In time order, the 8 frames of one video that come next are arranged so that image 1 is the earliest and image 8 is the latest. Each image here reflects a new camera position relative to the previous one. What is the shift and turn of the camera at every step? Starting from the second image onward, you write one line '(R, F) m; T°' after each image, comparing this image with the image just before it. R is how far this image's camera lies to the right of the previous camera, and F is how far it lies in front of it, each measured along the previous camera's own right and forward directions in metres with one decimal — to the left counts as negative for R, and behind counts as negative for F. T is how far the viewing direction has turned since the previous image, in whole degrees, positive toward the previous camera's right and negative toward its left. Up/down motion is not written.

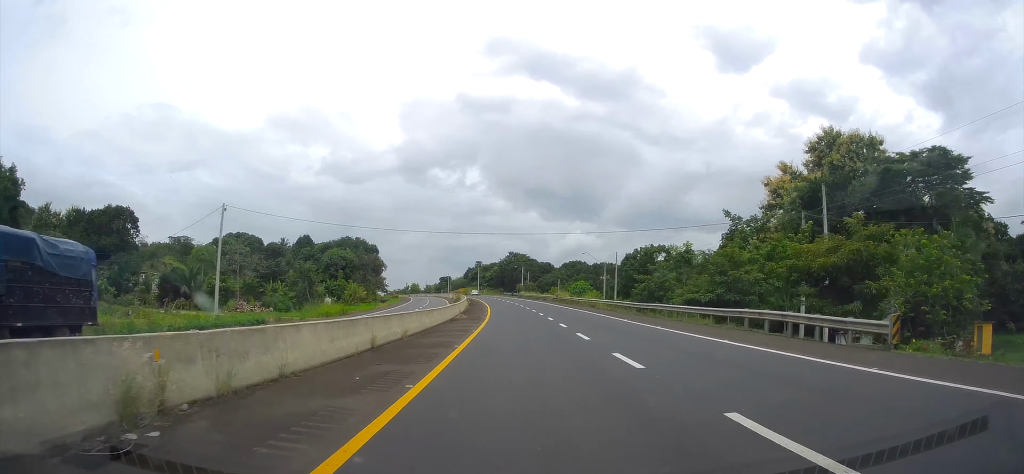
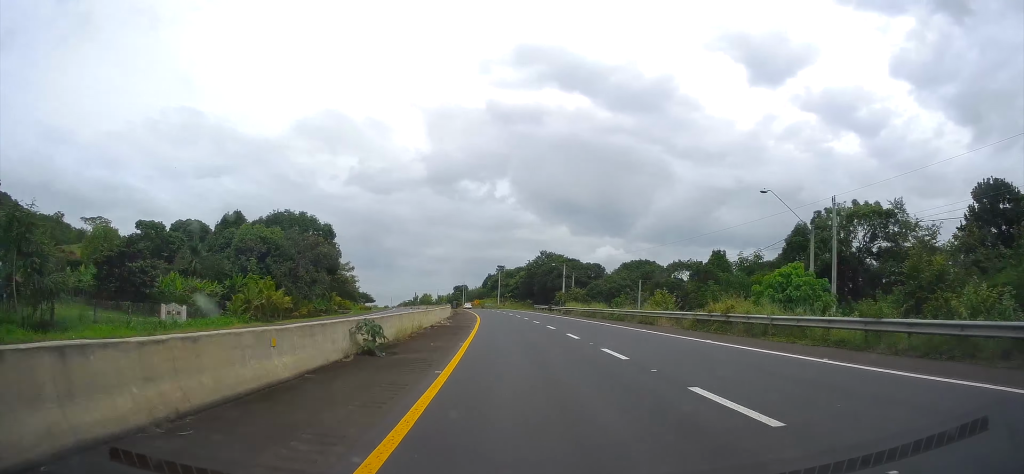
(-1.0, +58.1) m; -2°
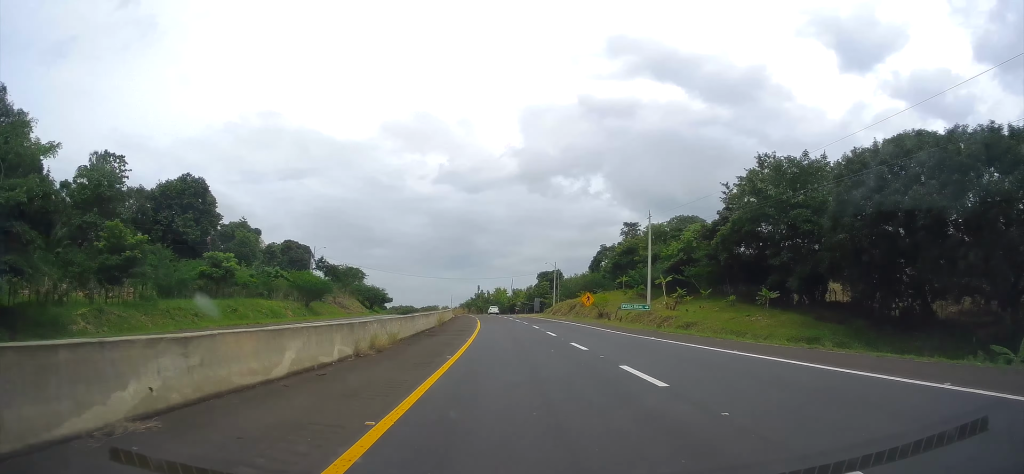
(-5.8, +108.8) m; -8°
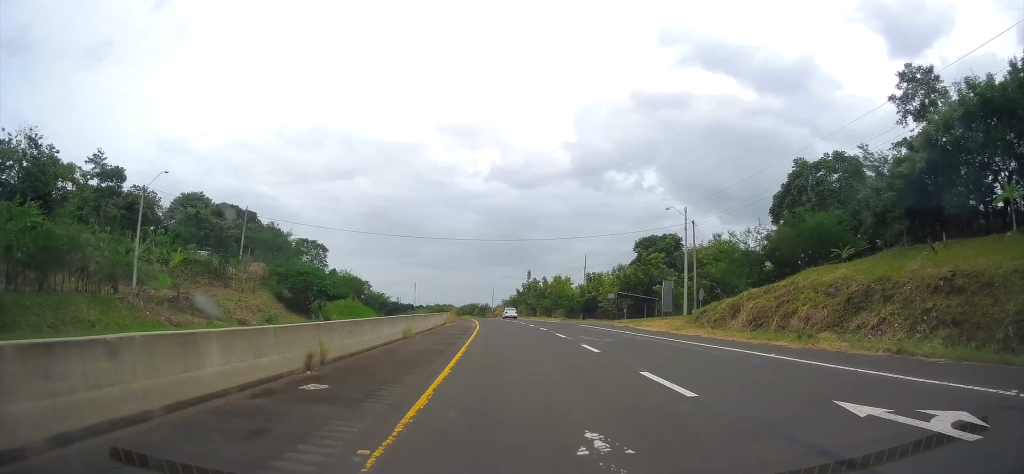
(-4.0, +67.5) m; -6°
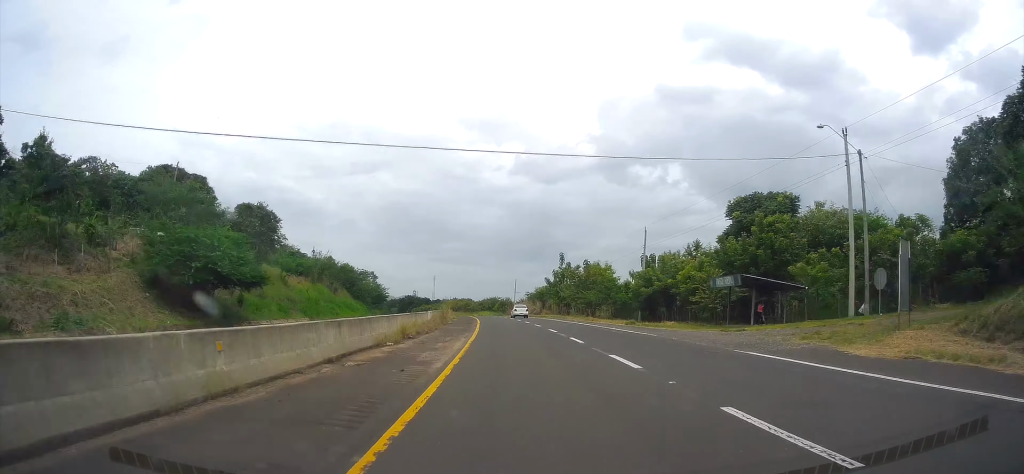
(-0.2, +27.9) m; -2°
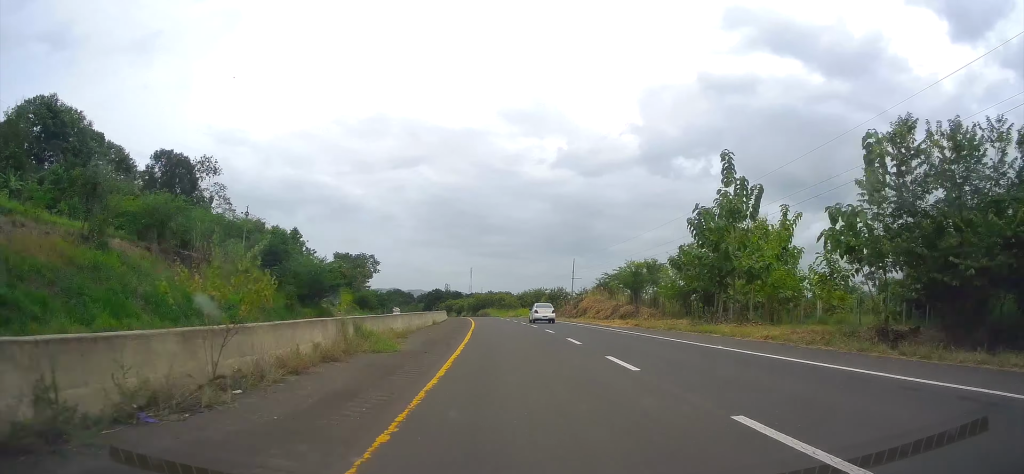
(-2.1, +55.7) m; -4°
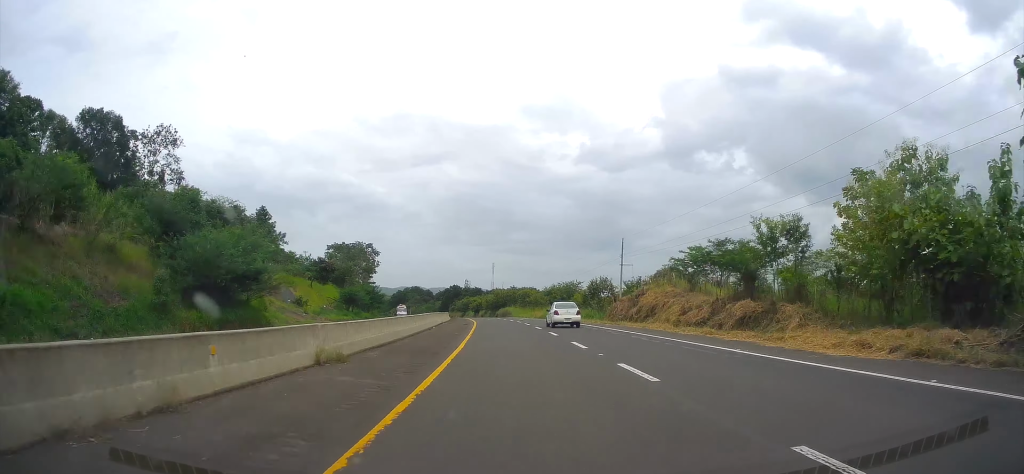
(-0.9, +25.5) m; -2°
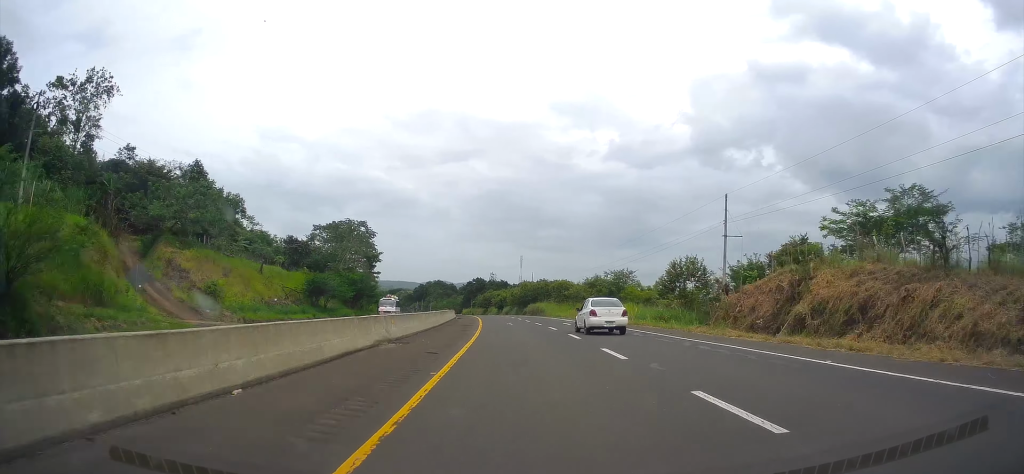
(-0.2, +27.9) m; -2°
